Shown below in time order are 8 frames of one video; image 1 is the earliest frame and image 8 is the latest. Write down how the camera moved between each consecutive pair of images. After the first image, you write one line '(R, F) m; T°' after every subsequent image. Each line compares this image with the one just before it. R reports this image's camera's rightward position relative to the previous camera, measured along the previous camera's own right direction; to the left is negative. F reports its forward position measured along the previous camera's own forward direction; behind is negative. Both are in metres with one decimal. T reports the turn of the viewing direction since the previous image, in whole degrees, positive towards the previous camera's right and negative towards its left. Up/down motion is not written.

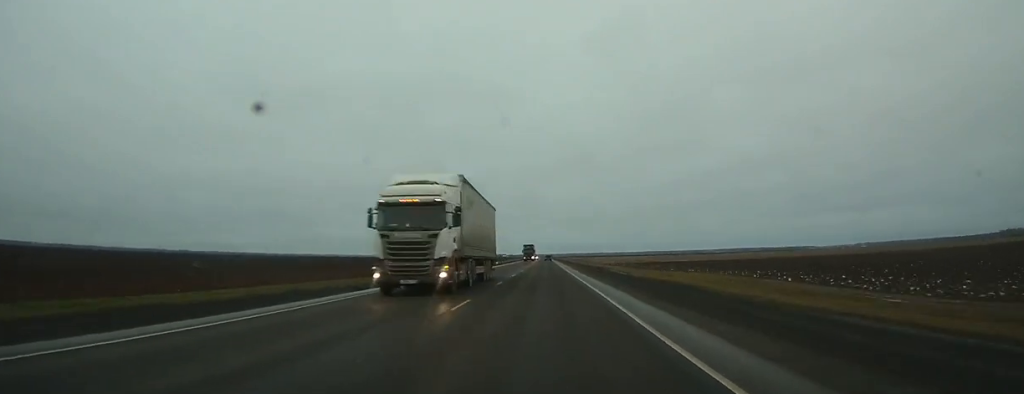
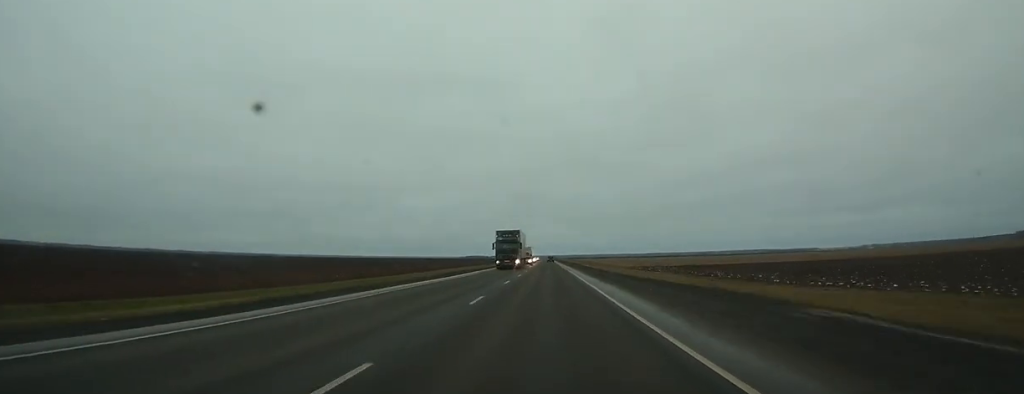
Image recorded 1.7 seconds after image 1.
(0.0, +40.9) m; 0°
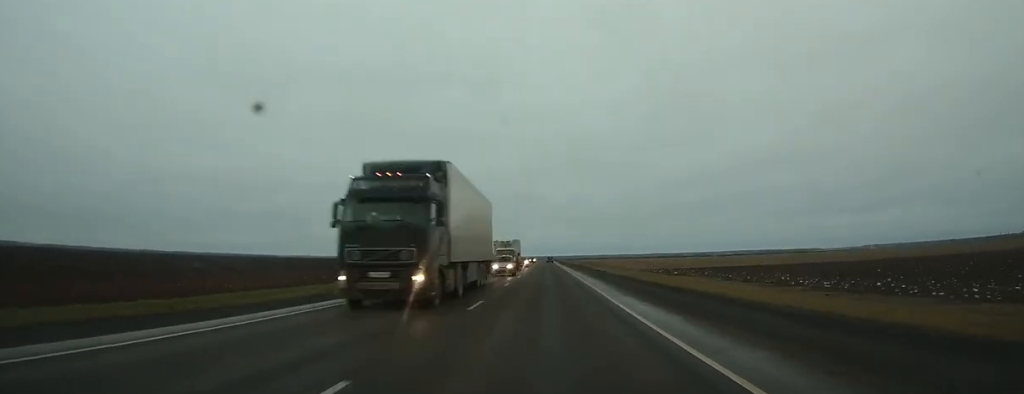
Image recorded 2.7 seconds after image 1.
(0.0, +23.5) m; 0°
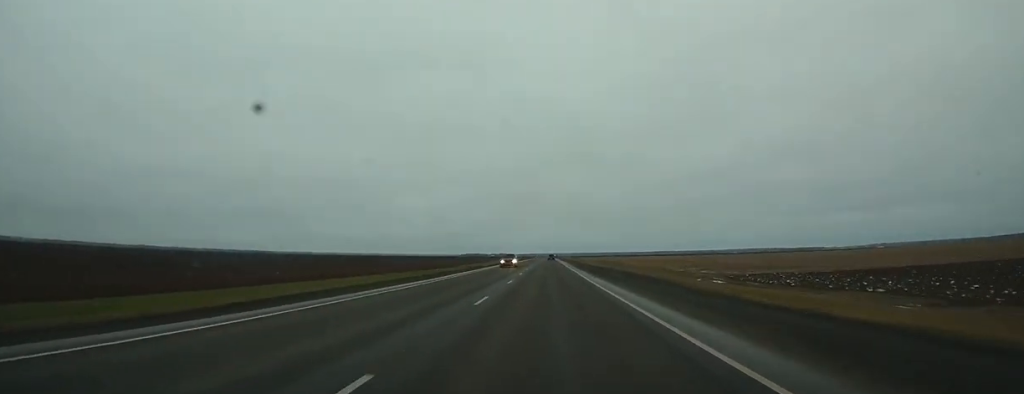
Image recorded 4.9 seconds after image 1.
(0.0, +57.5) m; 0°
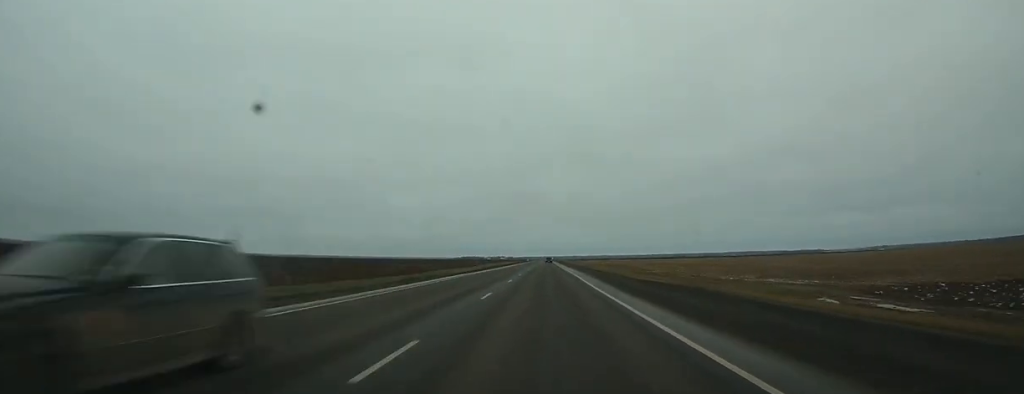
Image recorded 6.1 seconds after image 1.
(0.0, +32.8) m; 0°
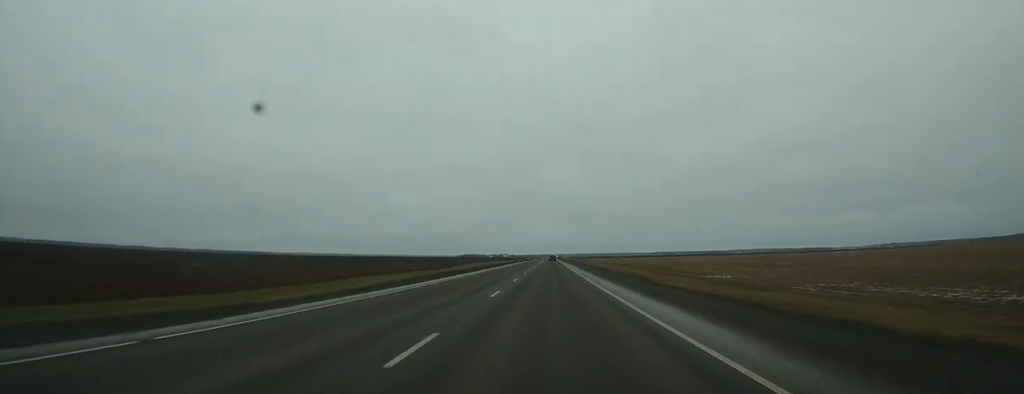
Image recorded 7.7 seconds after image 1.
(-0.1, +46.8) m; 0°
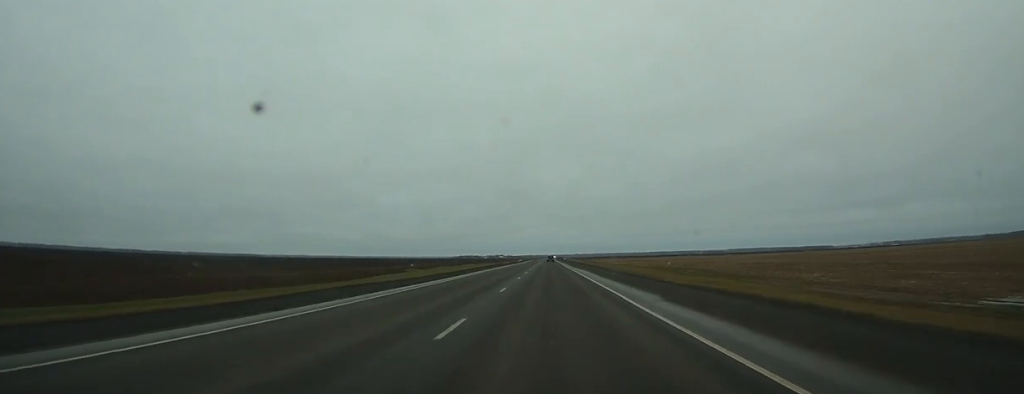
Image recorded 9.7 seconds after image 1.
(-0.1, +57.8) m; 0°
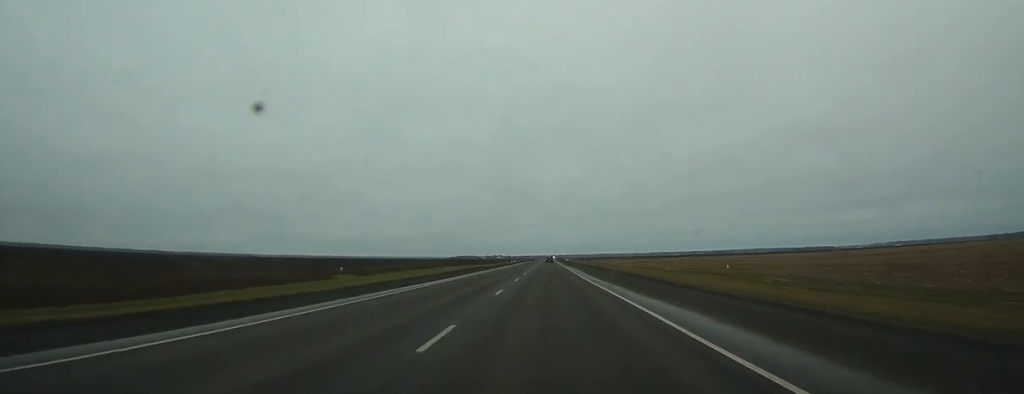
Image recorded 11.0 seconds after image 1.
(+0.1, +37.3) m; 0°
